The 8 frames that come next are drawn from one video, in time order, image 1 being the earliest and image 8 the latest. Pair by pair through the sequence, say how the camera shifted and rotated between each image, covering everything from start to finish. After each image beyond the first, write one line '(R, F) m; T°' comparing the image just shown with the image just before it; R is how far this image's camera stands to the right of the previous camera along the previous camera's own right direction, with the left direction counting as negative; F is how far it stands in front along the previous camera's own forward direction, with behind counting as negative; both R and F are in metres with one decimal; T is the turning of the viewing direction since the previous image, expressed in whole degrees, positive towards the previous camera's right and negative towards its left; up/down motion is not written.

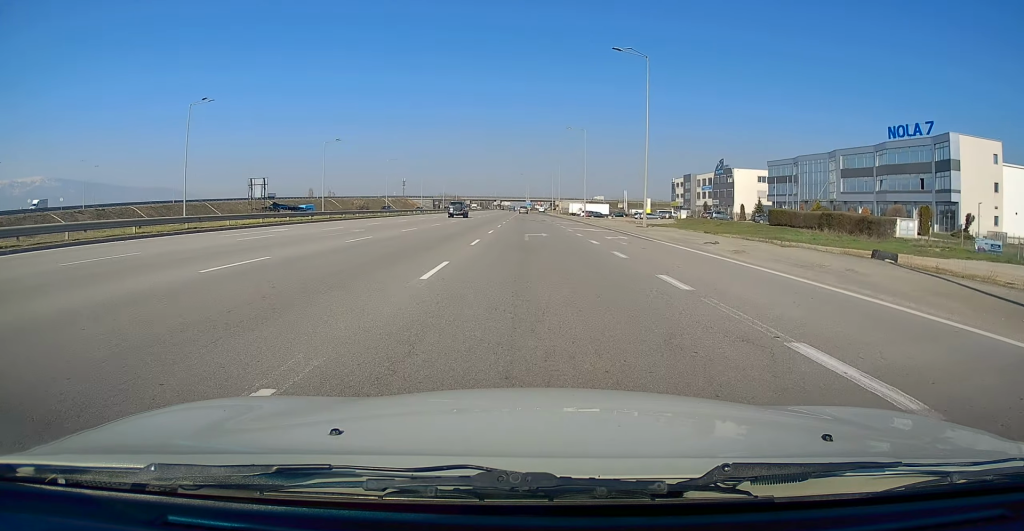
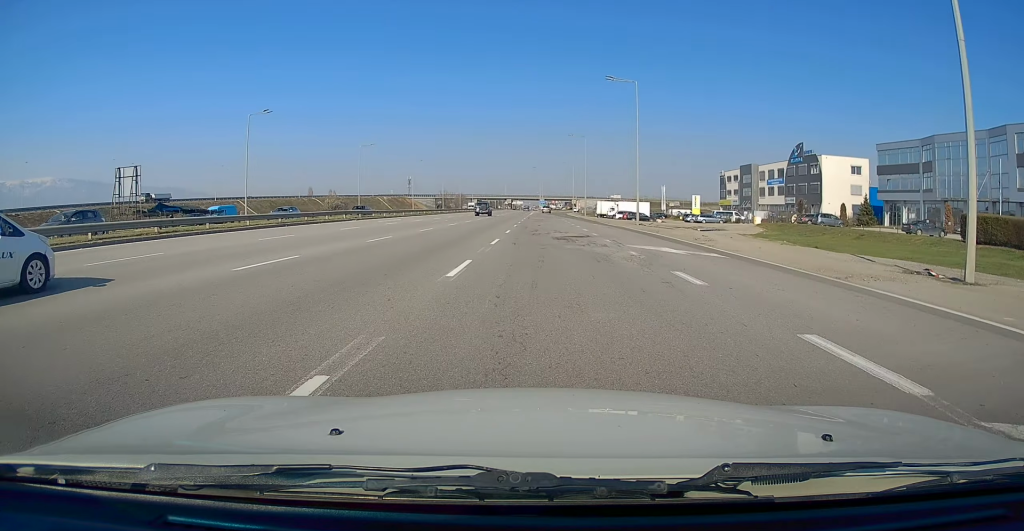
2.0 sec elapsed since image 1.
(+0.4, +35.4) m; +1°
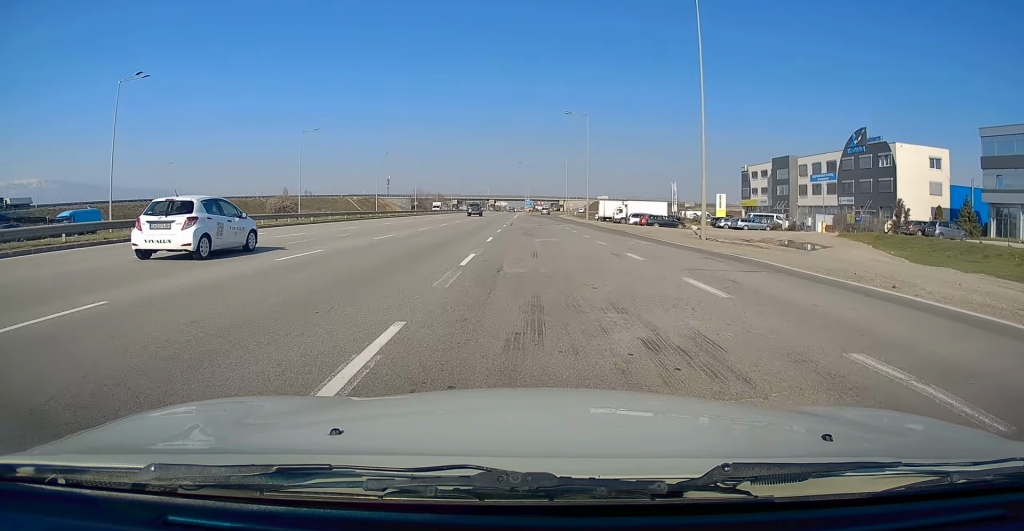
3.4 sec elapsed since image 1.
(-0.5, +24.8) m; -1°
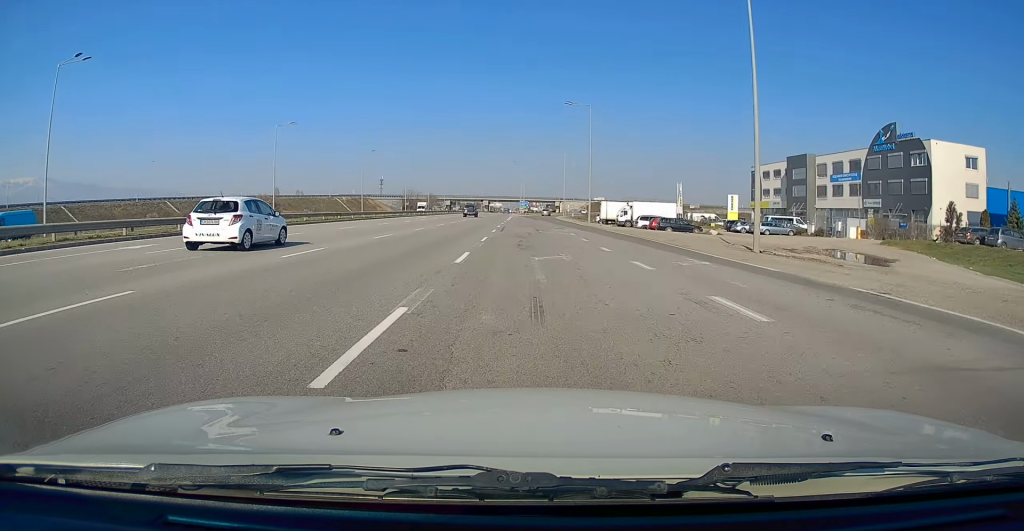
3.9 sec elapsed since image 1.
(0.0, +8.2) m; 0°
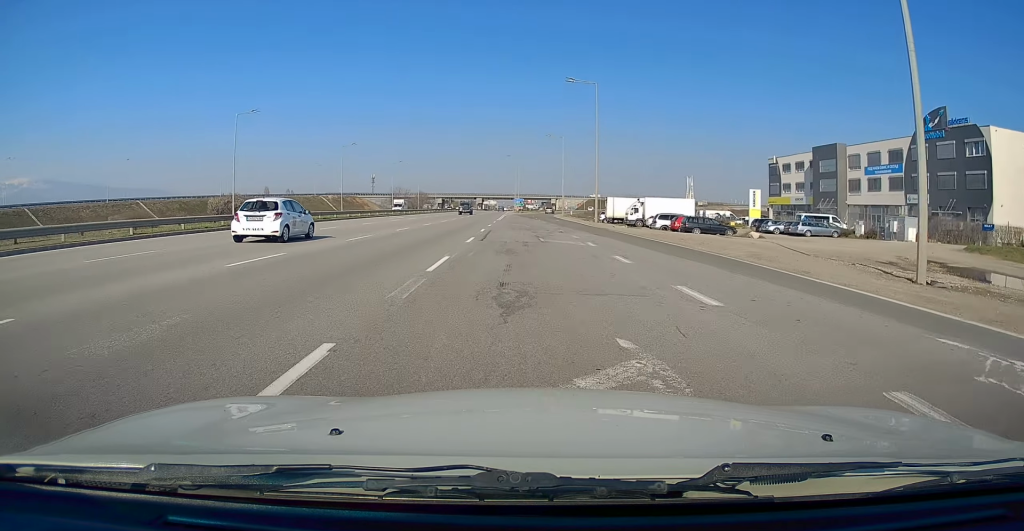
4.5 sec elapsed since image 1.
(+0.2, +11.1) m; +1°
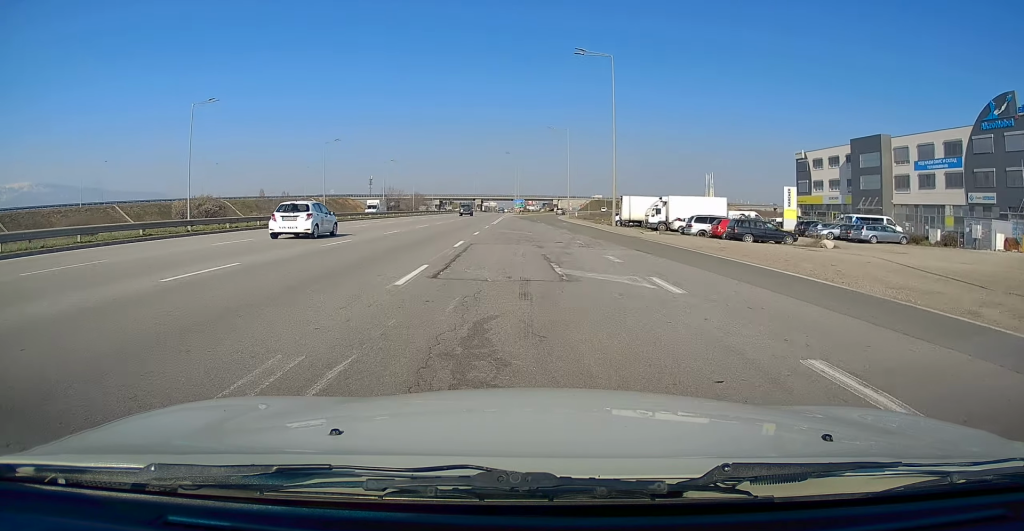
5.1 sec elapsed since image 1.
(+0.1, +11.1) m; 0°
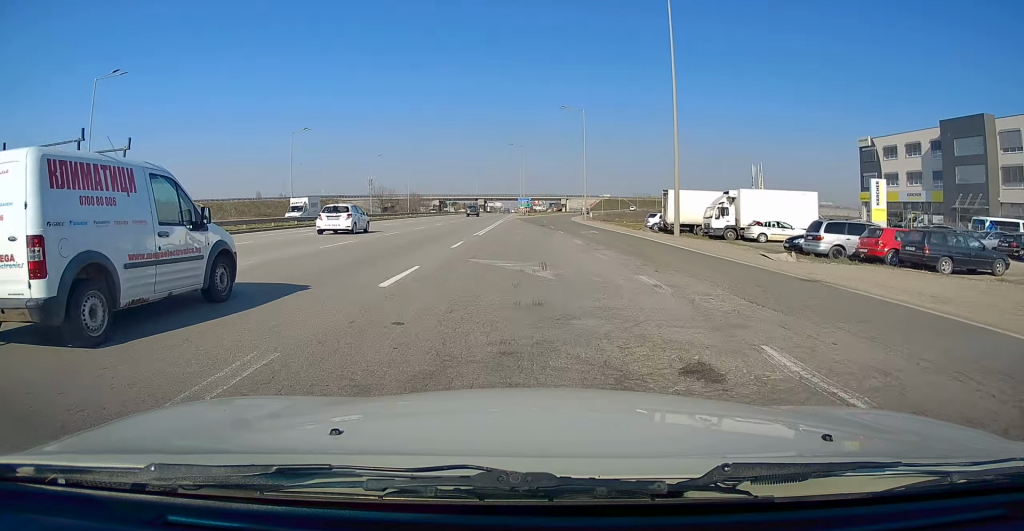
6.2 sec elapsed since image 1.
(0.0, +18.1) m; 0°
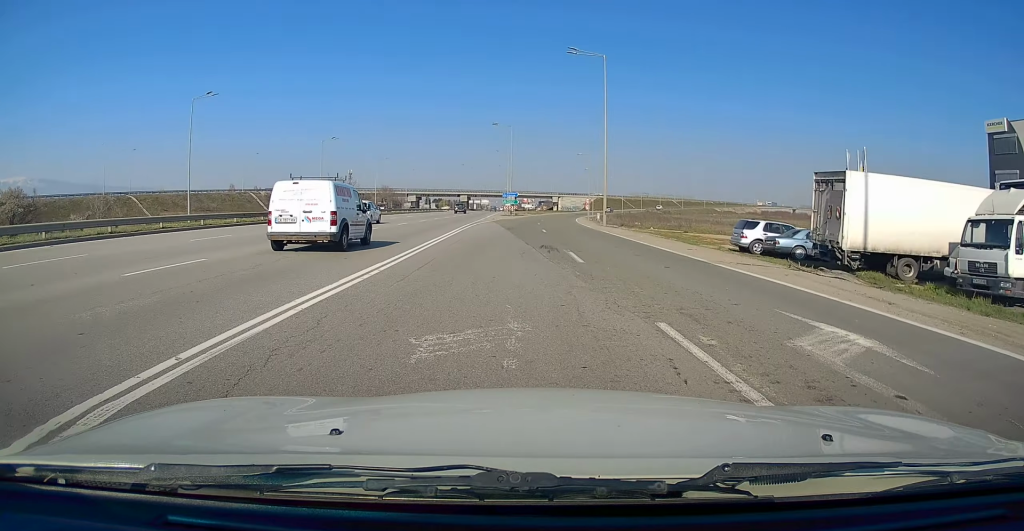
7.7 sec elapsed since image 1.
(0.0, +26.7) m; 0°
